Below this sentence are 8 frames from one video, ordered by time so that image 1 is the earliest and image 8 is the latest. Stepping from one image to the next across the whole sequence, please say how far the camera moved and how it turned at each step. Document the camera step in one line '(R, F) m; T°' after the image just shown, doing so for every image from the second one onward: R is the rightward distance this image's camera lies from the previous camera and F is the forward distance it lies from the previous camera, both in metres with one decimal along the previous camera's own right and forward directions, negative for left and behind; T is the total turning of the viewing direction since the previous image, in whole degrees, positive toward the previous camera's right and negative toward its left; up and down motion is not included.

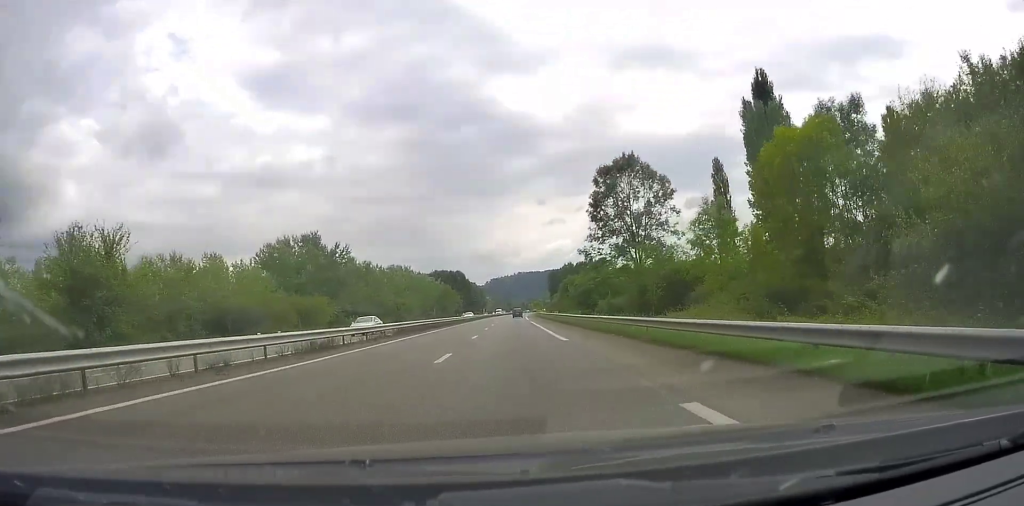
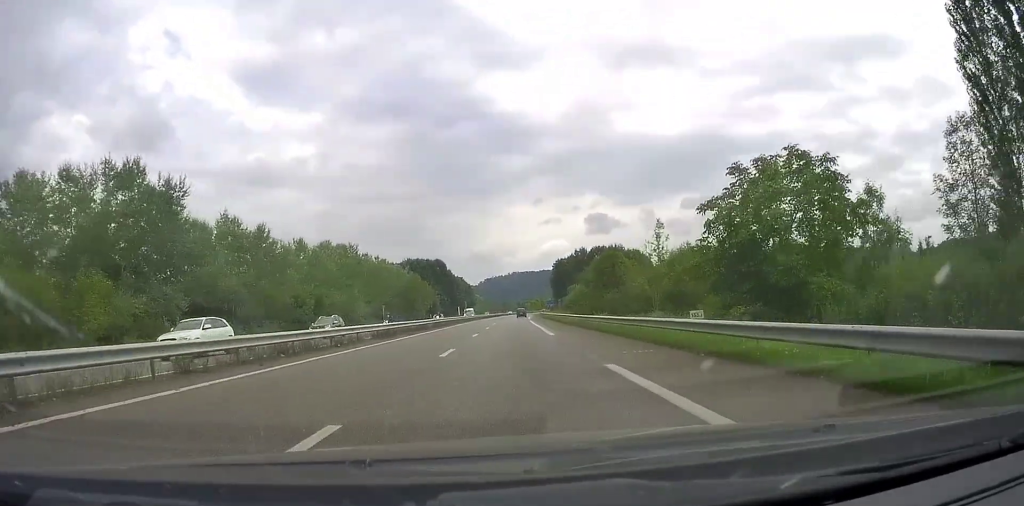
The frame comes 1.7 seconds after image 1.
(+0.1, +50.4) m; 0°
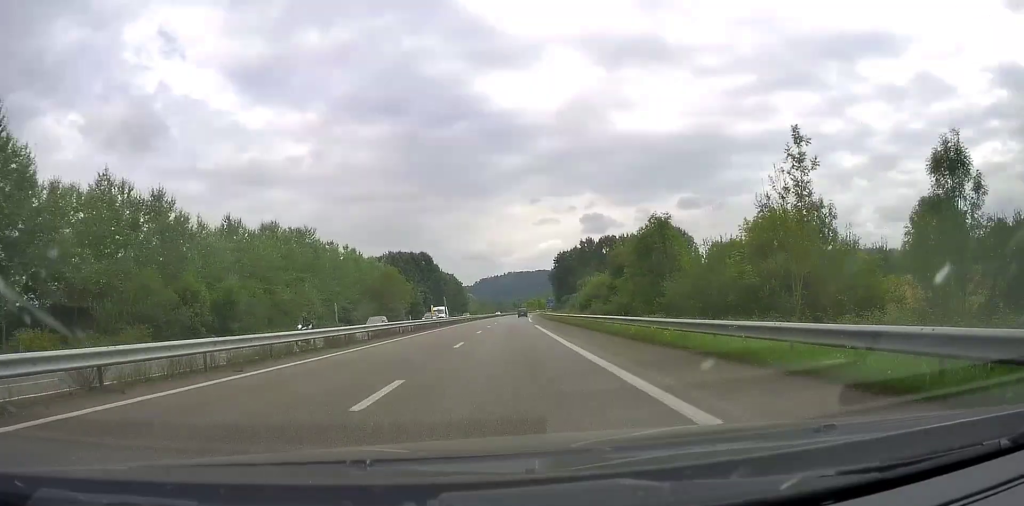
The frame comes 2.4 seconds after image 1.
(+0.1, +21.9) m; 0°
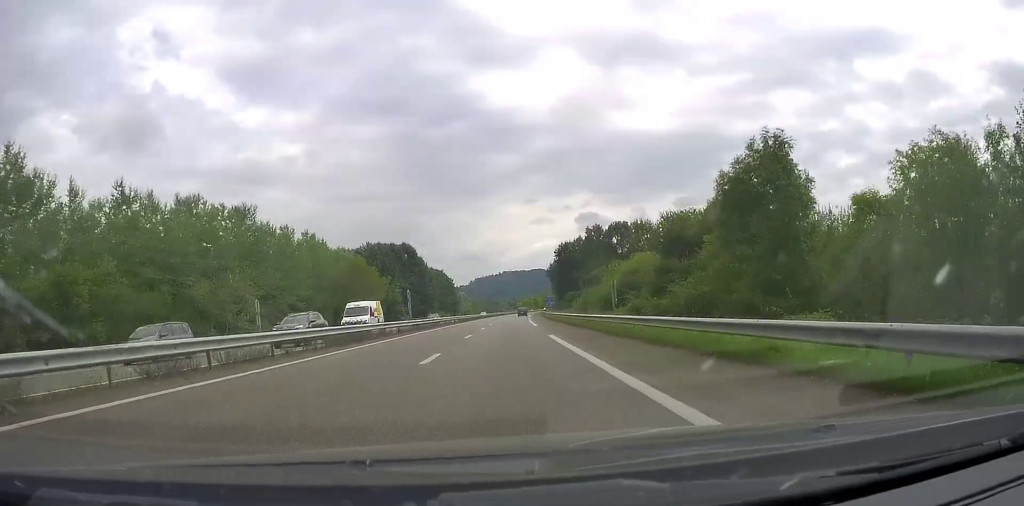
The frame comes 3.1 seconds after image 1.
(-0.1, +19.8) m; 0°
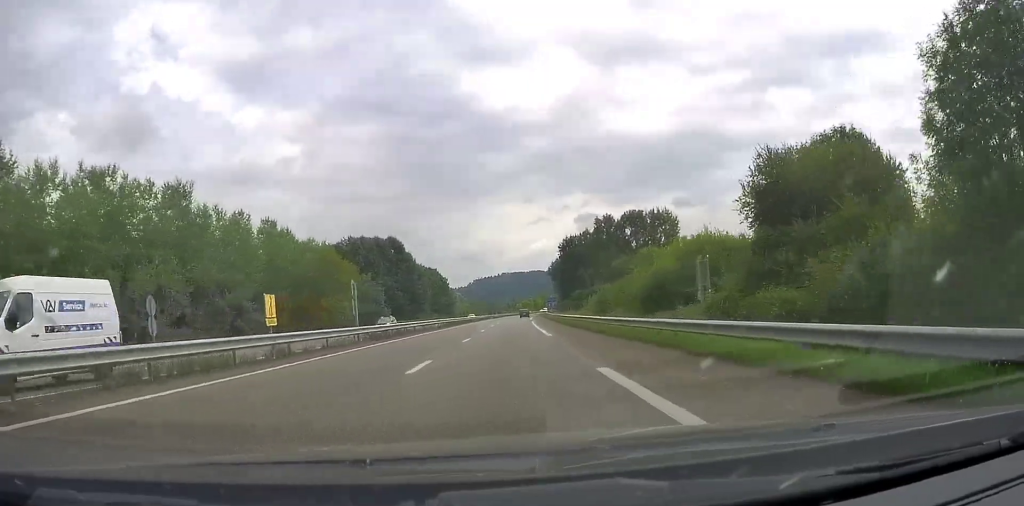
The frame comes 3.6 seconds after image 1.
(+0.1, +14.7) m; 0°
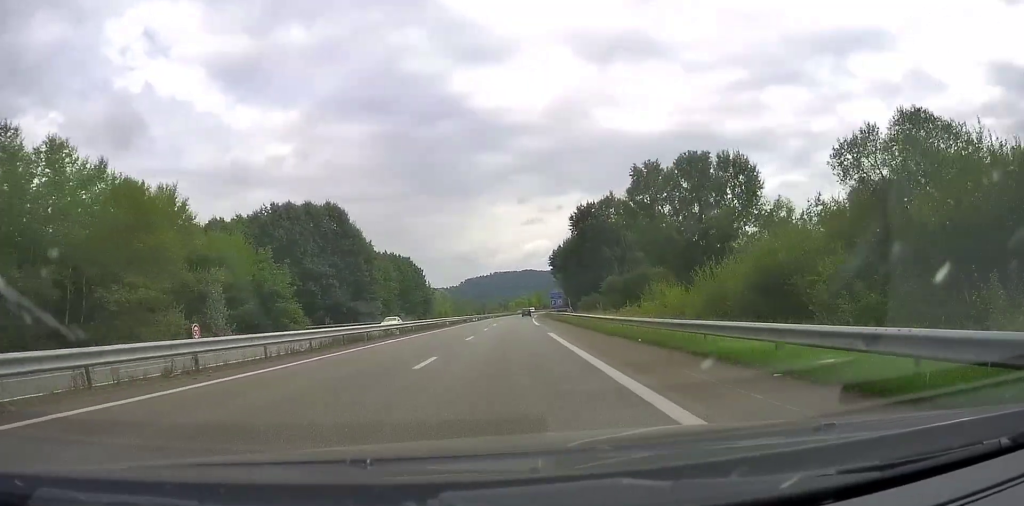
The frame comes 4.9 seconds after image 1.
(+0.2, +38.0) m; 0°
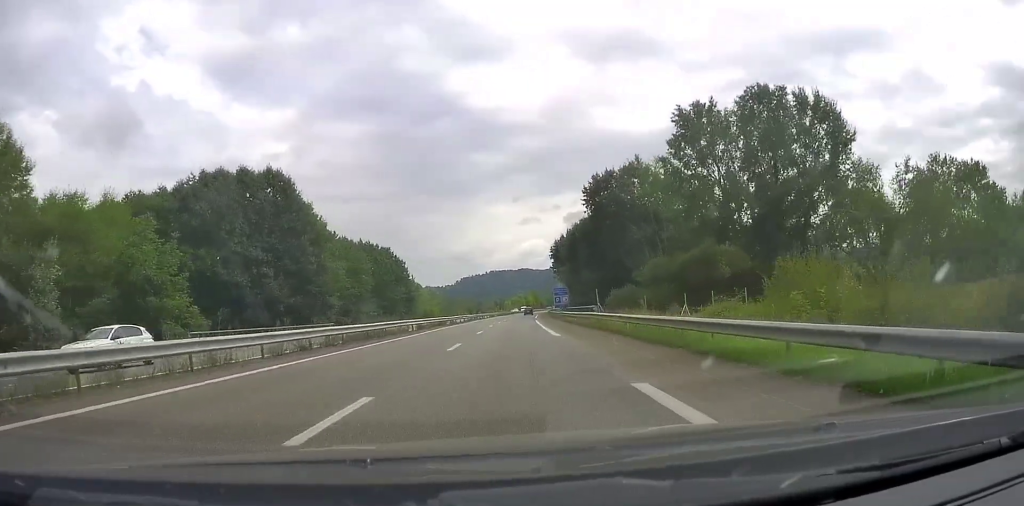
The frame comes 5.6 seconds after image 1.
(0.0, +20.3) m; 0°
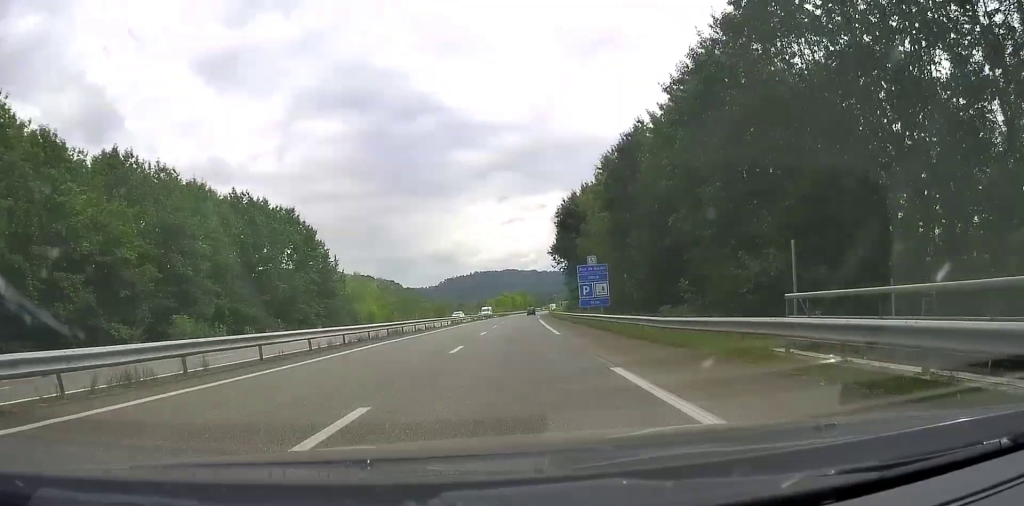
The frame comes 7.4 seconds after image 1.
(+0.7, +52.4) m; +2°
